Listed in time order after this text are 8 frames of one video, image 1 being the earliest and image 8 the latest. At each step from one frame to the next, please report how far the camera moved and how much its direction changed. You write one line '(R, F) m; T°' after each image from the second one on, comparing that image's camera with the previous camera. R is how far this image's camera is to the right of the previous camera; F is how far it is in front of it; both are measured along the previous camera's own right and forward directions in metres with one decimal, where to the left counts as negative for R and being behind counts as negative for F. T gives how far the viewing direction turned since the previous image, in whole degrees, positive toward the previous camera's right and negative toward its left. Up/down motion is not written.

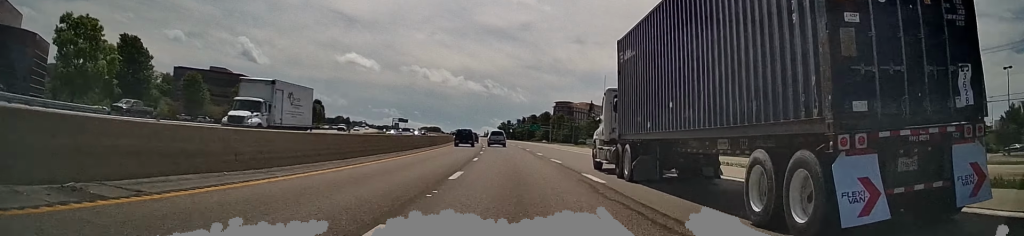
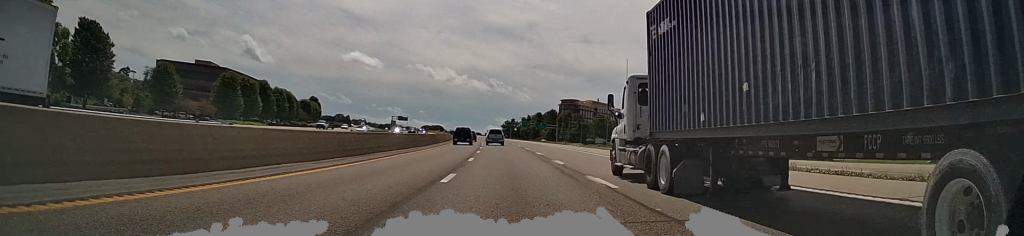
(-0.4, +14.0) m; -1°
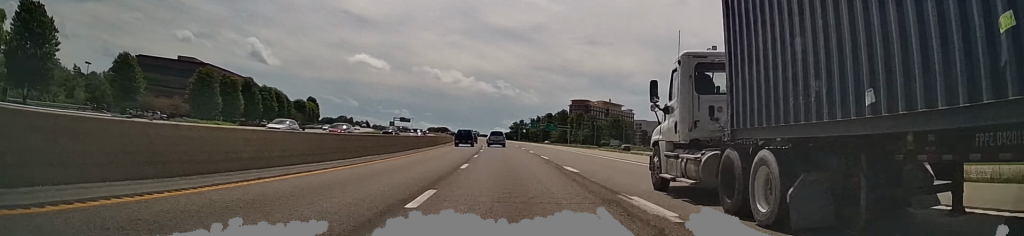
(-0.3, +16.9) m; -1°
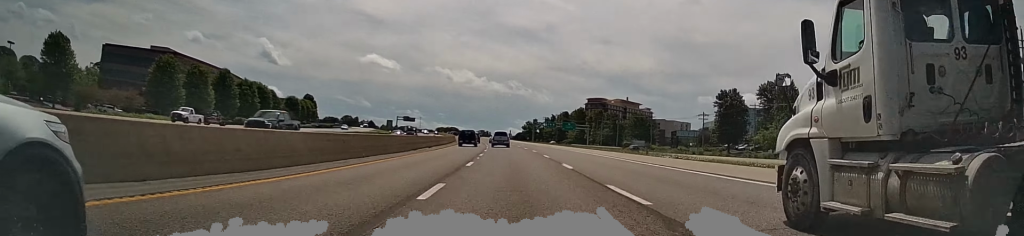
(0.0, +22.7) m; 0°
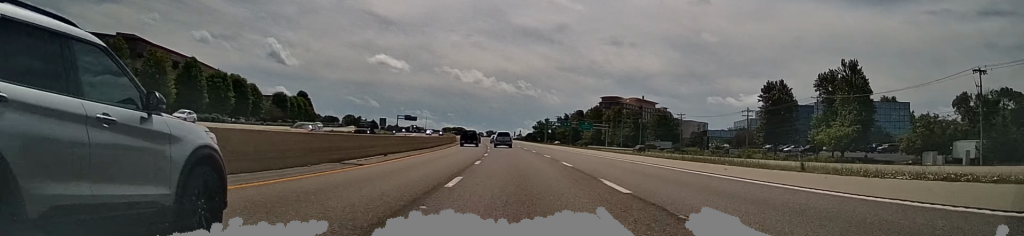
(0.0, +21.8) m; -1°
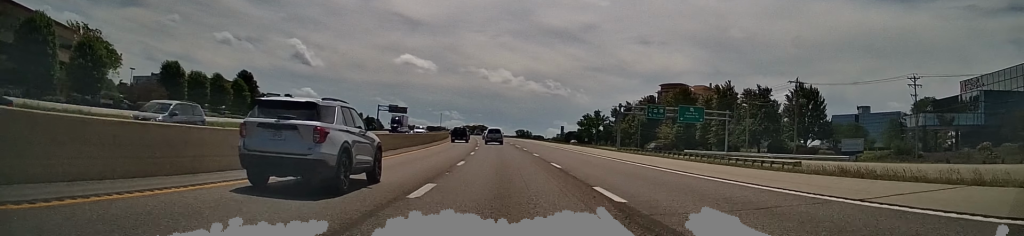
(-2.1, +87.4) m; -3°
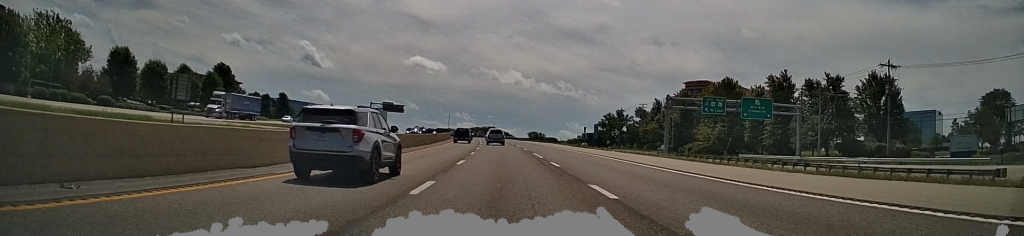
(-0.2, +23.8) m; -1°
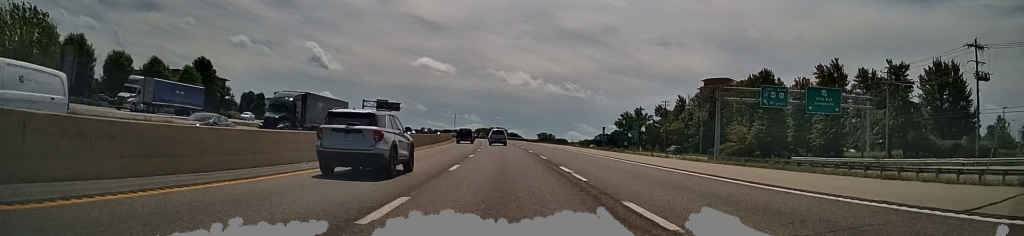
(+0.1, +16.2) m; -1°
